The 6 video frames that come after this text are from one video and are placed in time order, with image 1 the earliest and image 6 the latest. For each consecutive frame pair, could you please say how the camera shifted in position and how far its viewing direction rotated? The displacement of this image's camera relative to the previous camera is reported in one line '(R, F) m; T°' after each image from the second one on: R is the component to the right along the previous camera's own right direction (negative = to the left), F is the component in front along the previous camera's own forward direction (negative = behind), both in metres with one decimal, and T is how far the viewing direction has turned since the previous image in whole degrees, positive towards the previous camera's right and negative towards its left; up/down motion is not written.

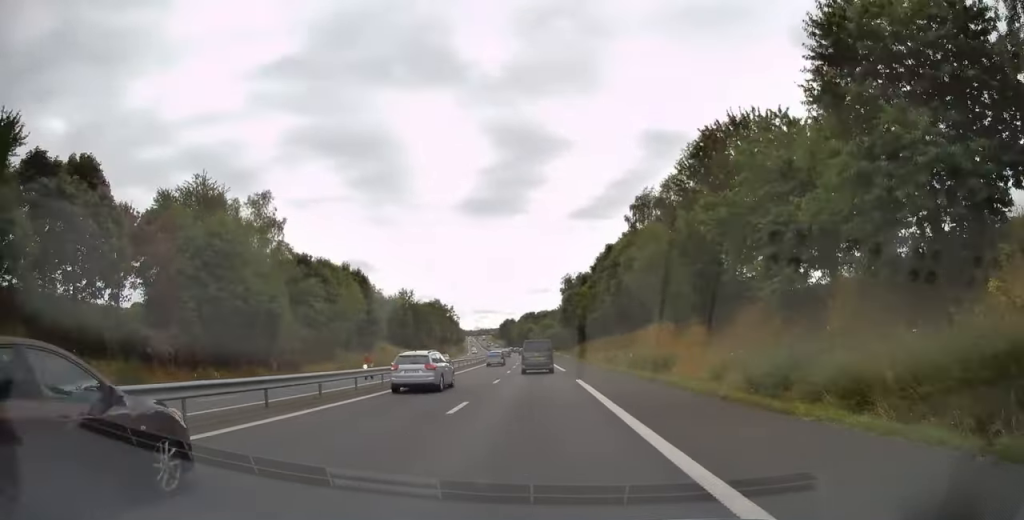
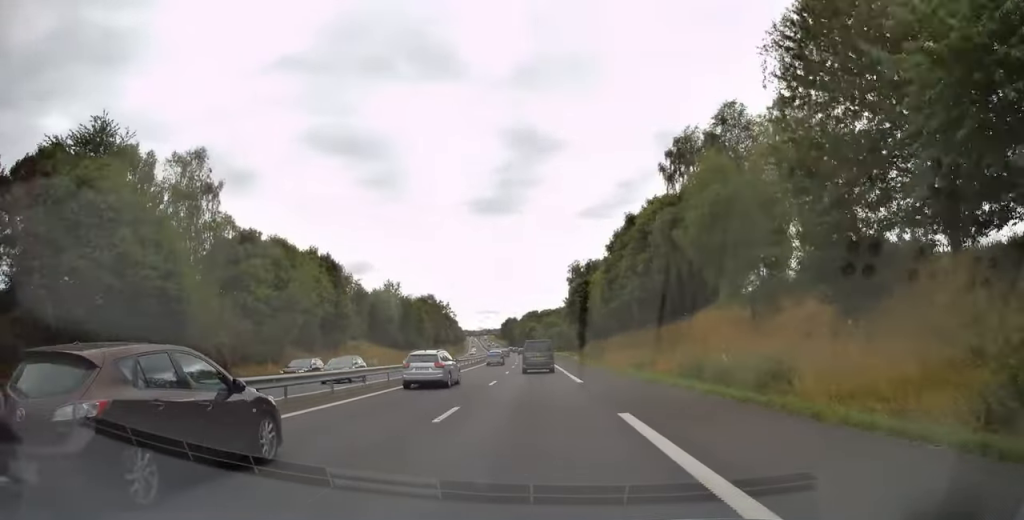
(0.0, +14.7) m; 0°
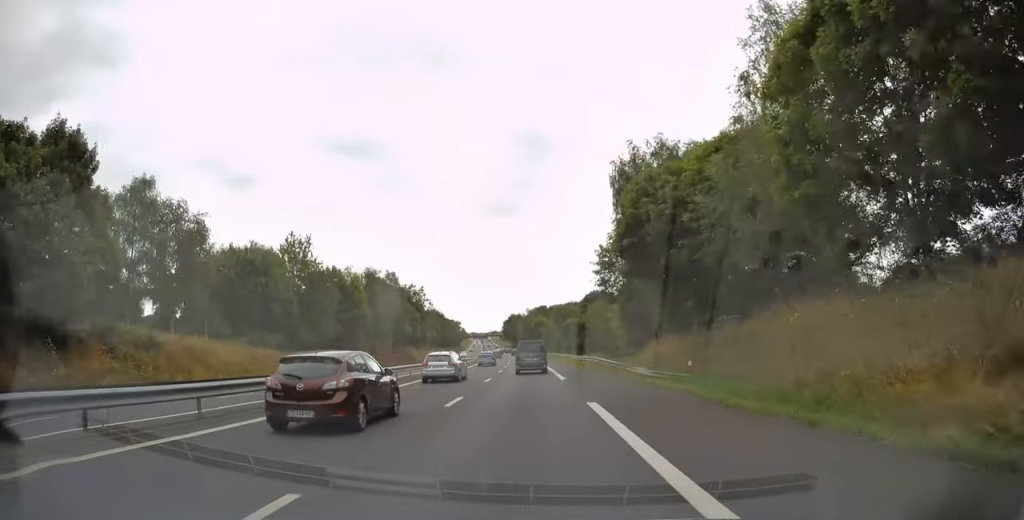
(-0.1, +48.0) m; -1°
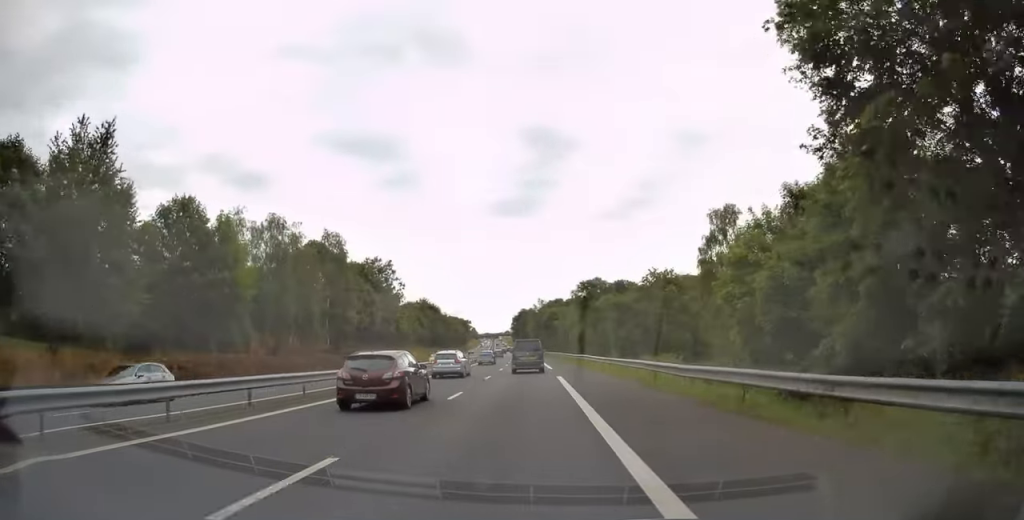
(-0.1, +36.8) m; -1°
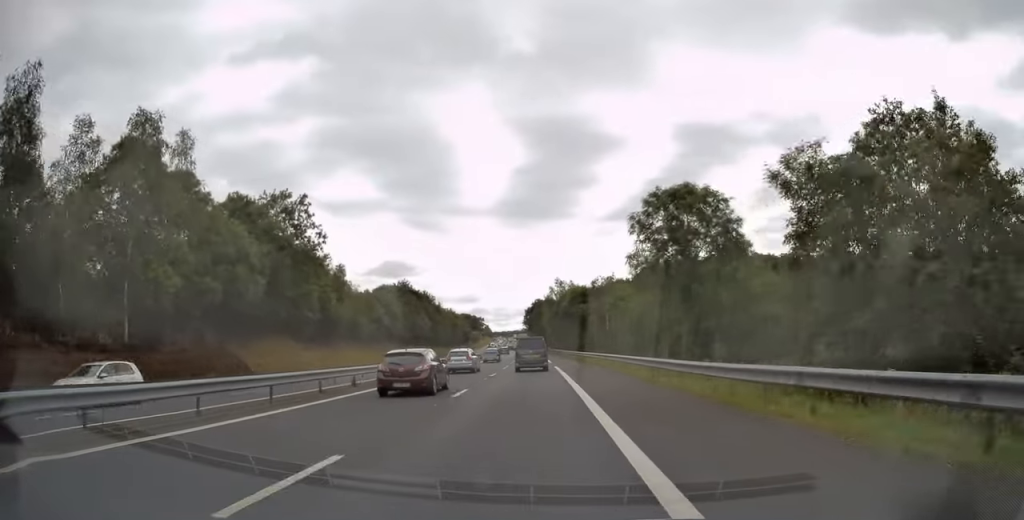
(-0.8, +38.8) m; -2°
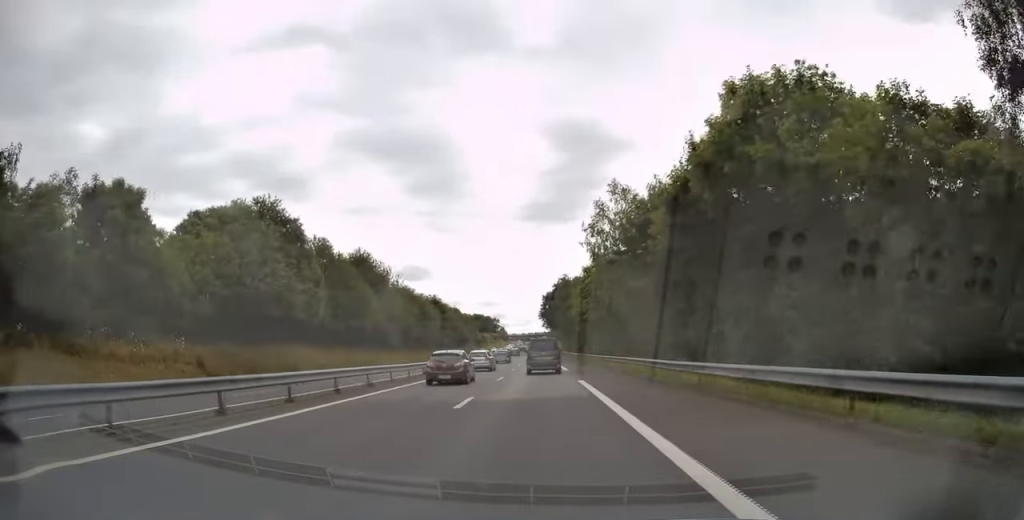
(-1.3, +68.1) m; -2°
